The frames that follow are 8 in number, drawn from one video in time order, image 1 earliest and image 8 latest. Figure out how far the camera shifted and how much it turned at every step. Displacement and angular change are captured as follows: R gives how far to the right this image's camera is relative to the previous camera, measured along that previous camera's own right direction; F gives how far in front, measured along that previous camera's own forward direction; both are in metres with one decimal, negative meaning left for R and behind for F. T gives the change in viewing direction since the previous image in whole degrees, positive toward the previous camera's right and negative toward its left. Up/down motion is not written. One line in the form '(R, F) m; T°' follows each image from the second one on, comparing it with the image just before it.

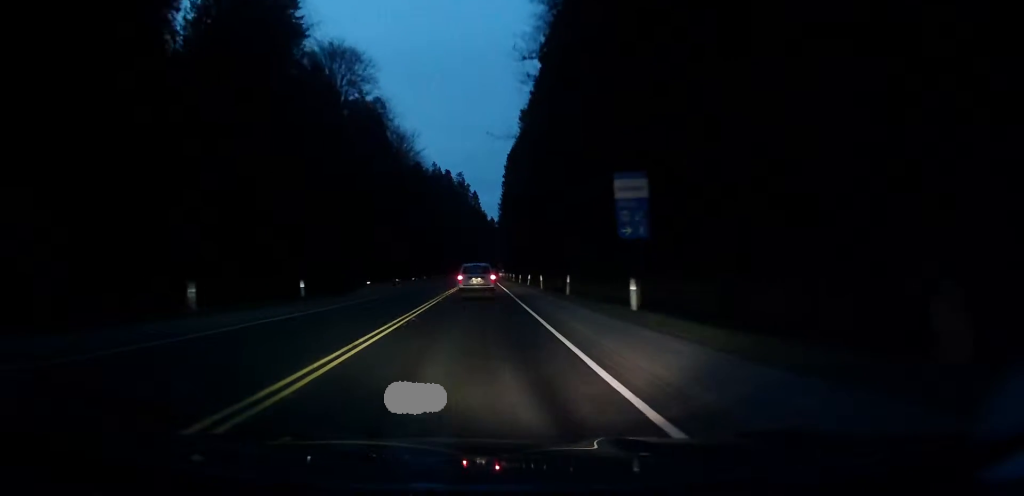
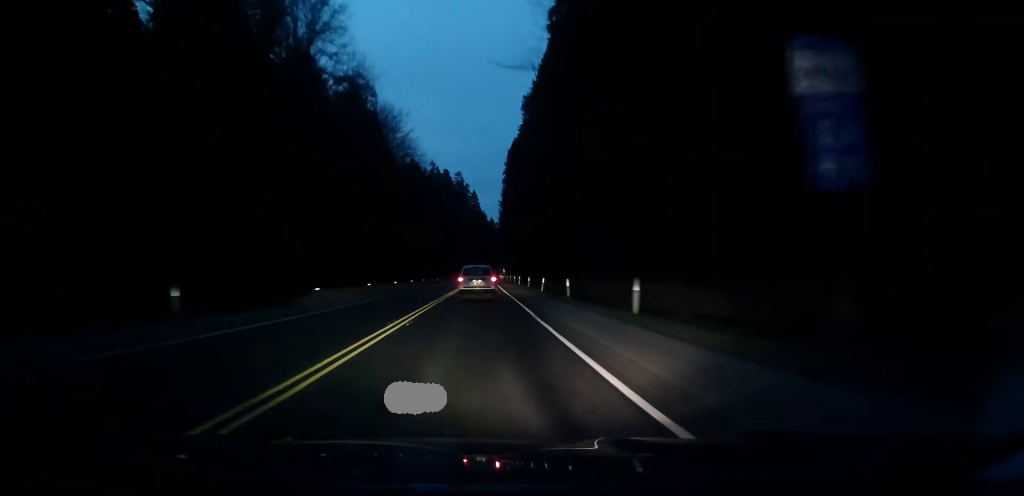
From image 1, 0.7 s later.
(-0.1, +13.1) m; 0°
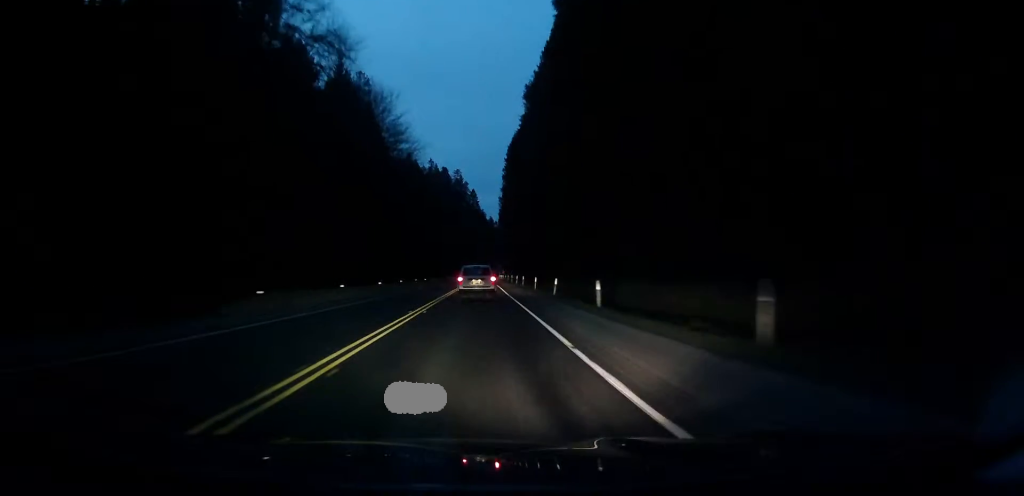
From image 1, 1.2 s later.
(0.0, +7.7) m; 0°
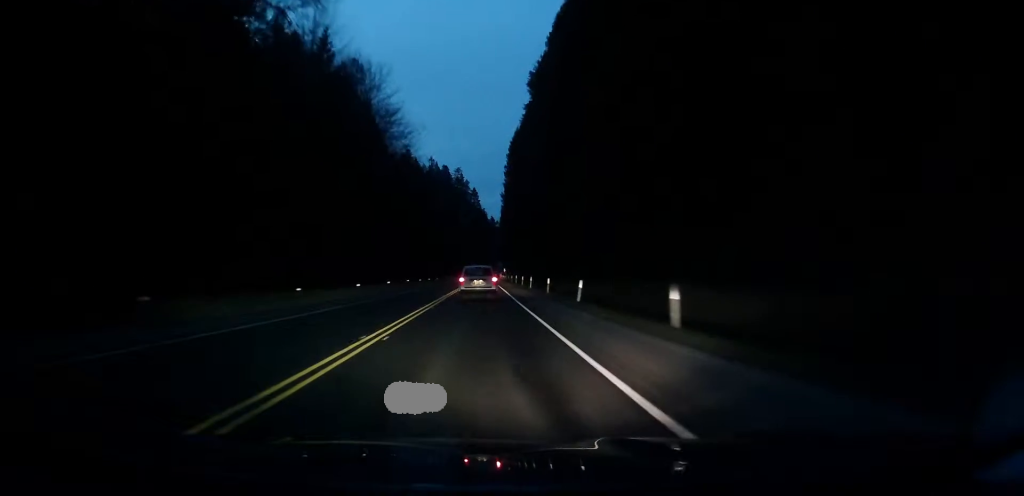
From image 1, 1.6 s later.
(0.0, +8.3) m; 0°
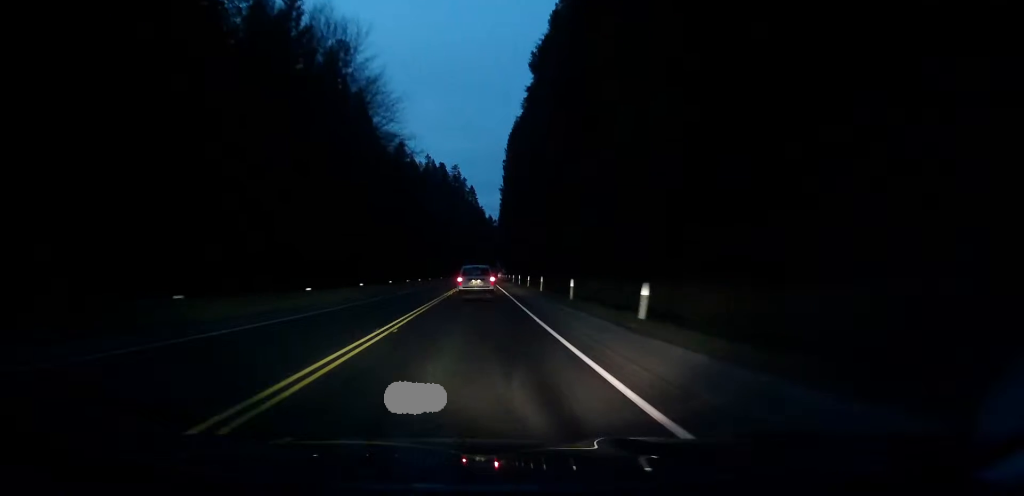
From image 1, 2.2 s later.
(0.0, +10.7) m; 0°
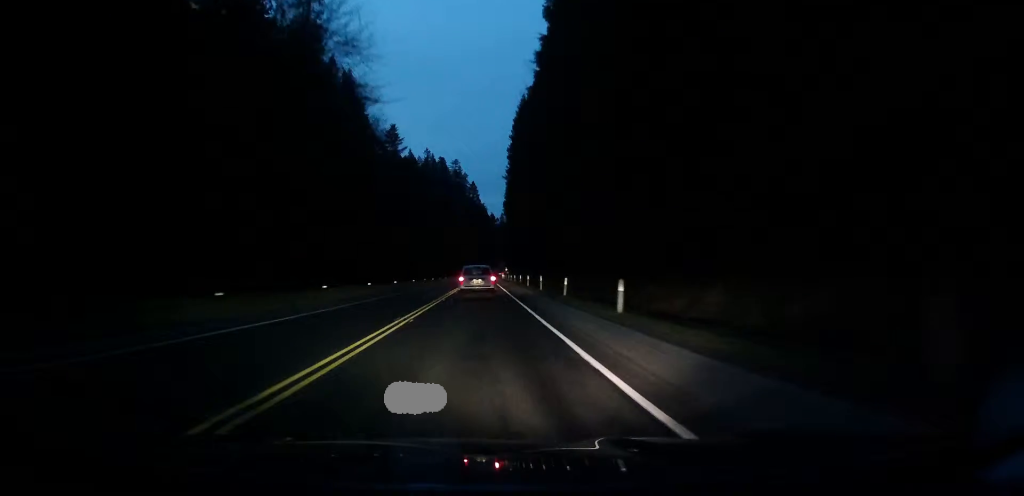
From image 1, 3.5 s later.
(0.0, +22.9) m; 0°
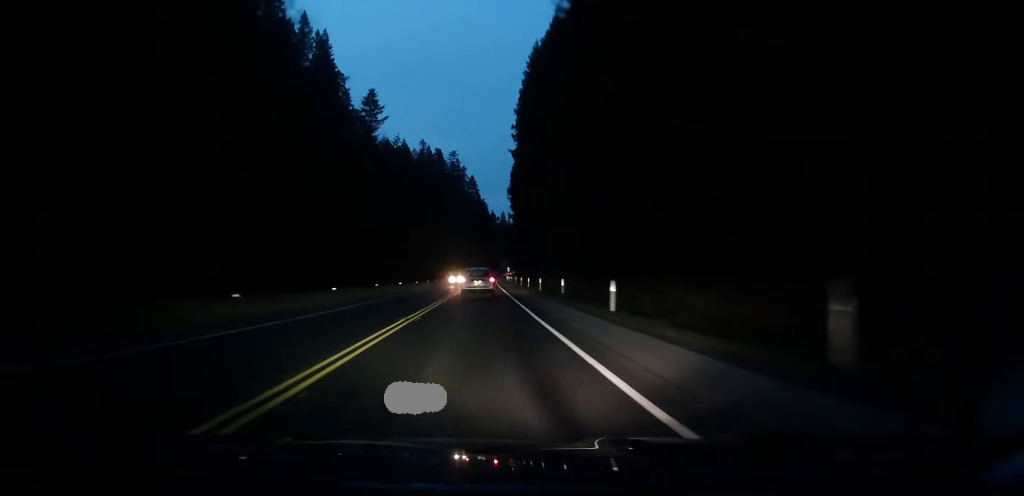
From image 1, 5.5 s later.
(-0.1, +37.1) m; -1°
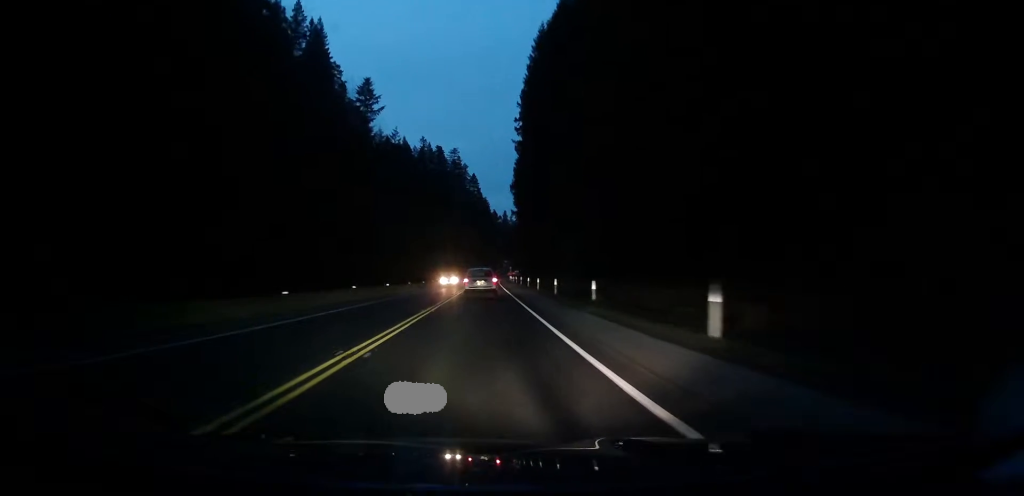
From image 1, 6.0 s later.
(-0.2, +8.5) m; -1°
